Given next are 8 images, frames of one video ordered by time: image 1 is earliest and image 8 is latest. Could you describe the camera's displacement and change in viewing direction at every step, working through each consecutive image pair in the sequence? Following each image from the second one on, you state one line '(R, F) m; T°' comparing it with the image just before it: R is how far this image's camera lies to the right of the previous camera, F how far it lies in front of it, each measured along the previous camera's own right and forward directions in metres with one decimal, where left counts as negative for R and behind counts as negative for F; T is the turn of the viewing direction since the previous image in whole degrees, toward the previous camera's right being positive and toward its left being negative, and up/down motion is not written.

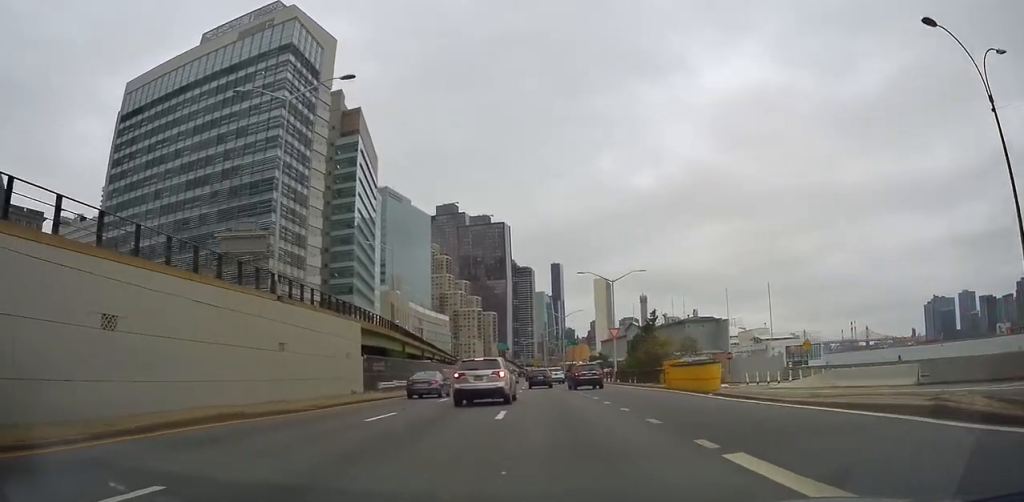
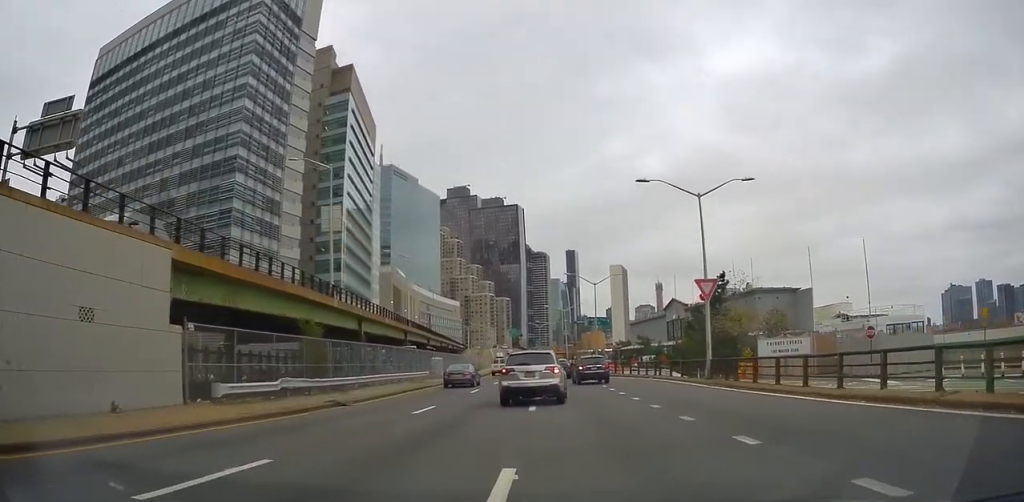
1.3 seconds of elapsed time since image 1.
(-0.3, +25.9) m; -1°
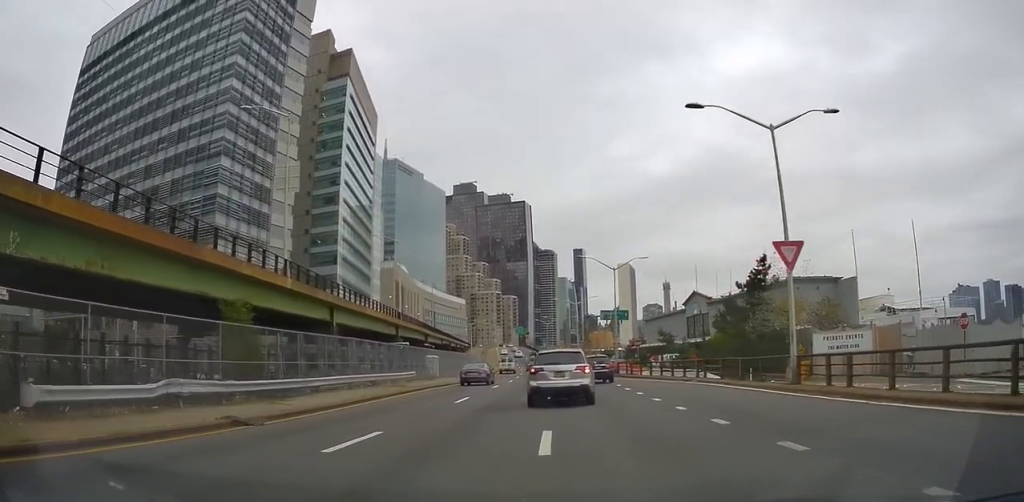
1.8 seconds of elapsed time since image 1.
(-0.2, +8.8) m; -1°
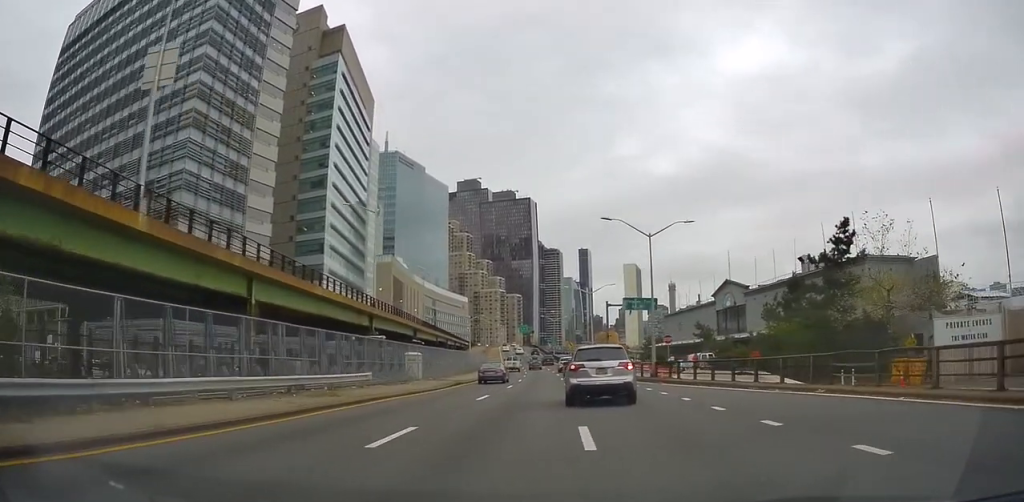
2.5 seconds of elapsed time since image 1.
(-0.2, +12.5) m; -1°
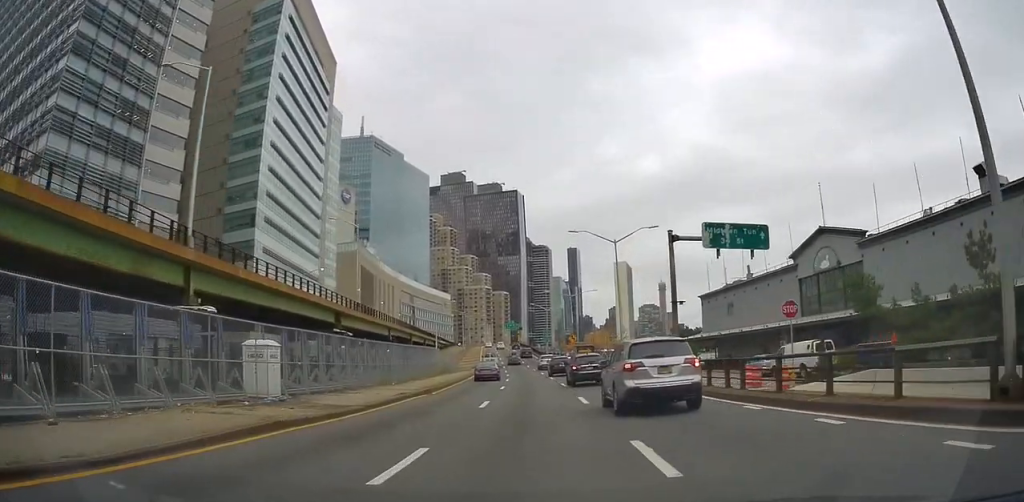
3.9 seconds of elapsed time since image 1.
(0.0, +23.9) m; -1°
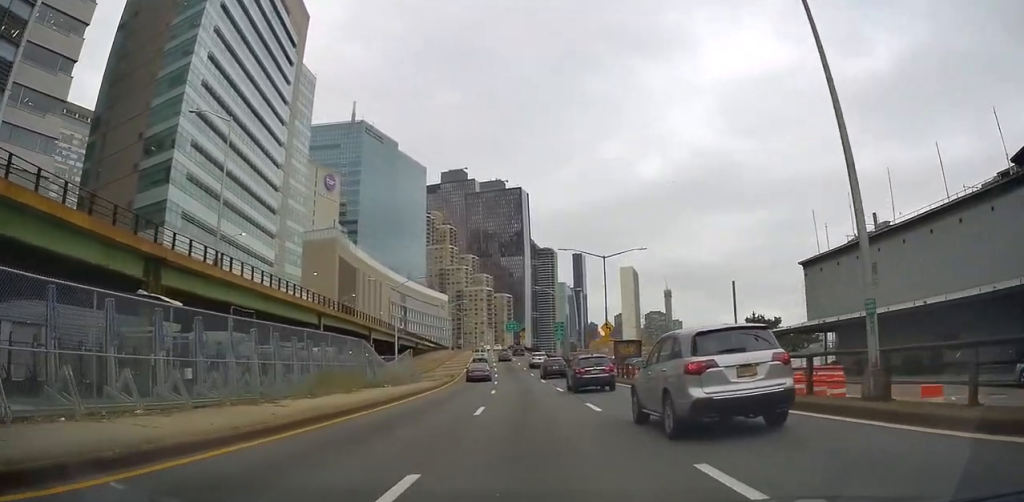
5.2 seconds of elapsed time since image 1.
(-0.5, +22.7) m; 0°
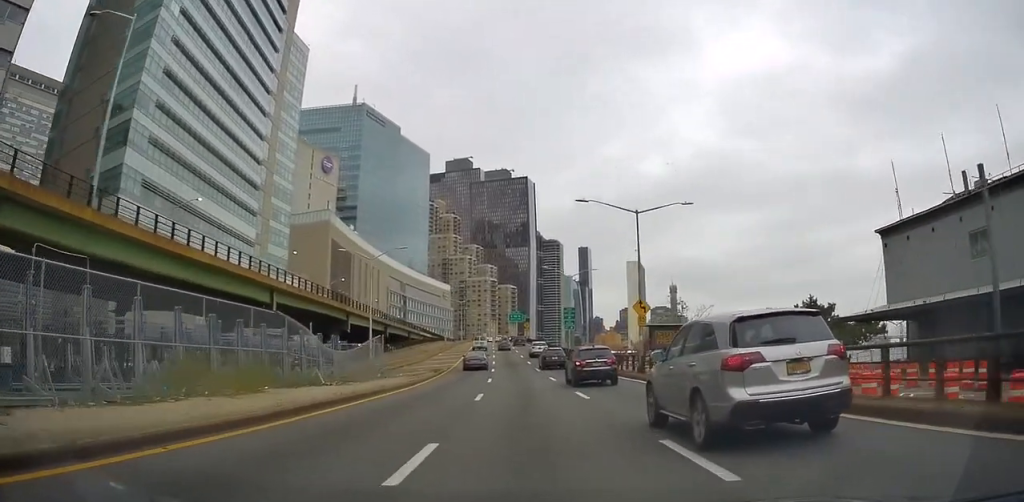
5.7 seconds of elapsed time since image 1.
(+0.1, +9.6) m; +1°
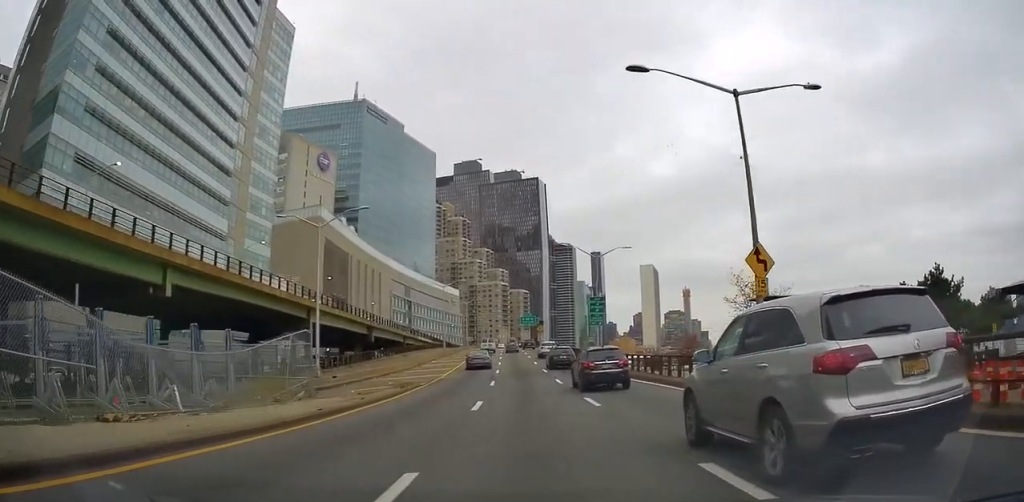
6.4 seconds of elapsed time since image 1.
(+0.3, +13.3) m; +2°
